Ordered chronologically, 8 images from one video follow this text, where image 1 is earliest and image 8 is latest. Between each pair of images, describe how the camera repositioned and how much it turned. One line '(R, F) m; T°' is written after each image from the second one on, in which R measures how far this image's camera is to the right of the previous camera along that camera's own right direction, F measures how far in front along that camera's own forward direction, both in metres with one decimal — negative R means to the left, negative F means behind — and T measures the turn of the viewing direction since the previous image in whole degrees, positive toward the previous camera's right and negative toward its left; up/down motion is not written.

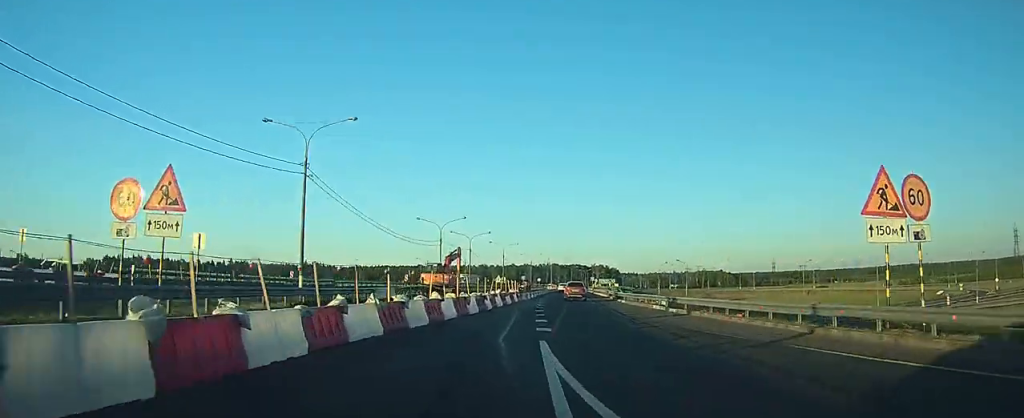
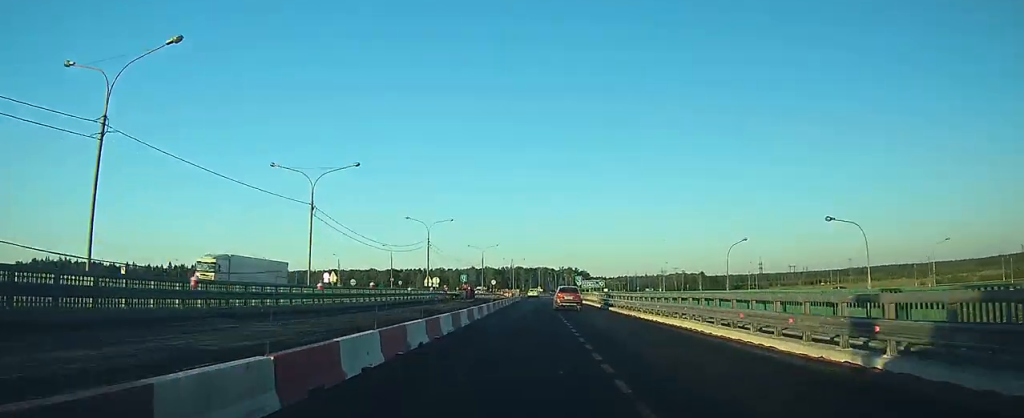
(+0.7, +59.7) m; +2°
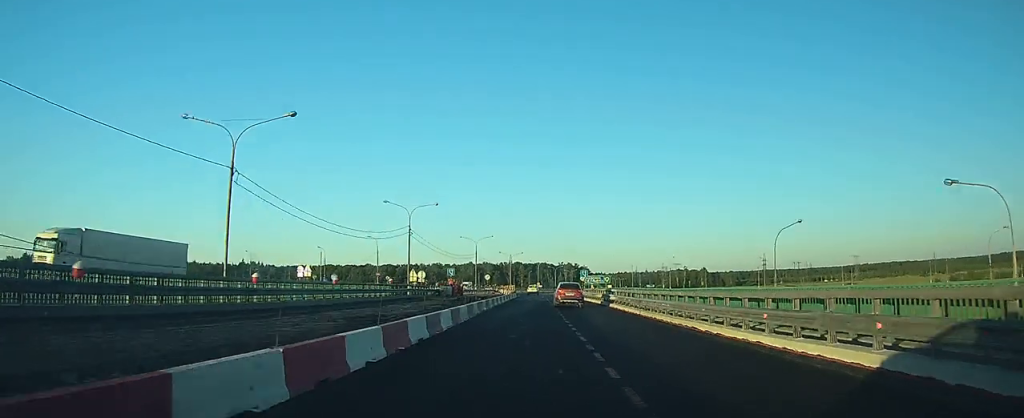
(+0.3, +11.7) m; +1°
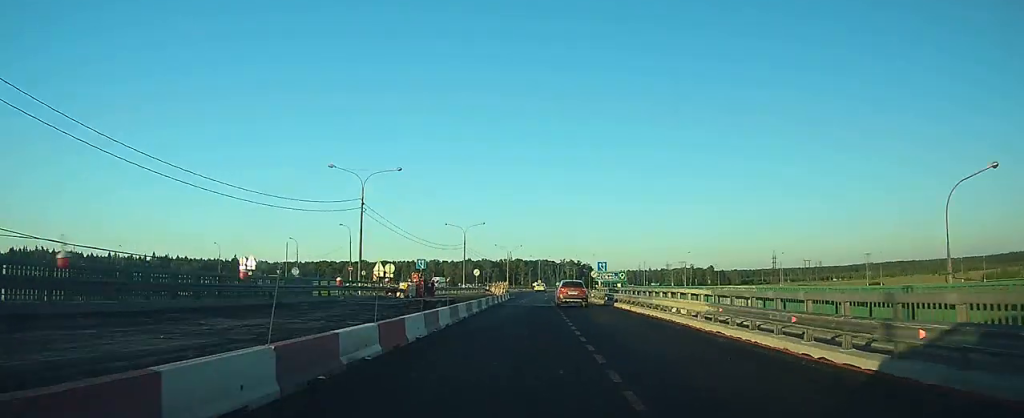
(+0.3, +20.0) m; +1°
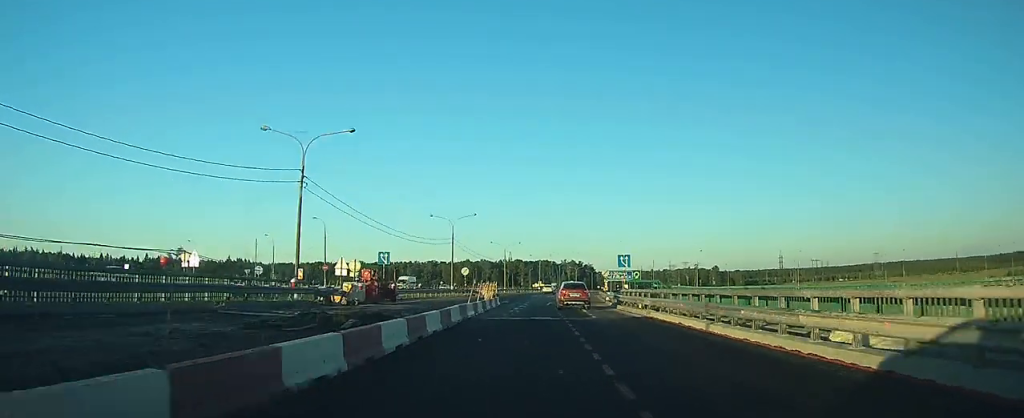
(+0.1, +13.7) m; 0°
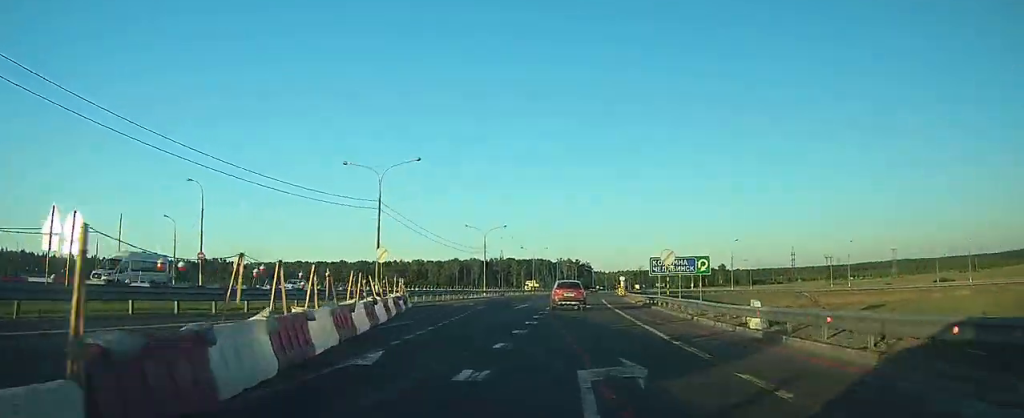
(-0.1, +36.5) m; 0°
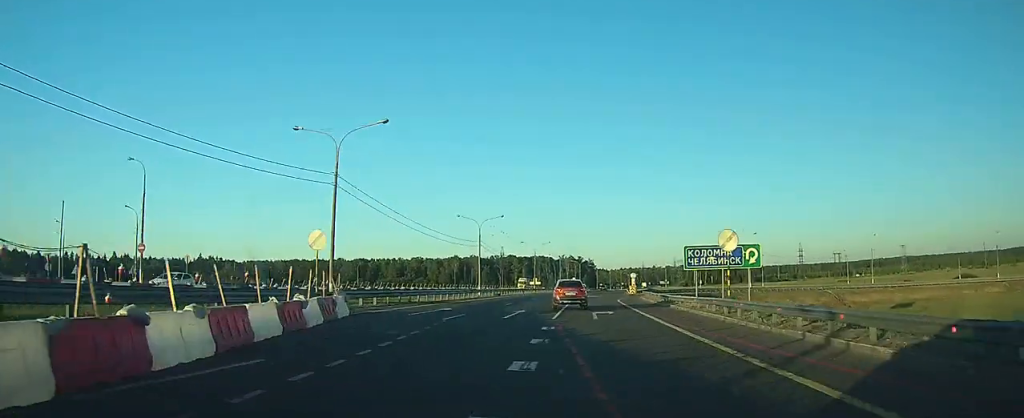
(0.0, +11.1) m; 0°
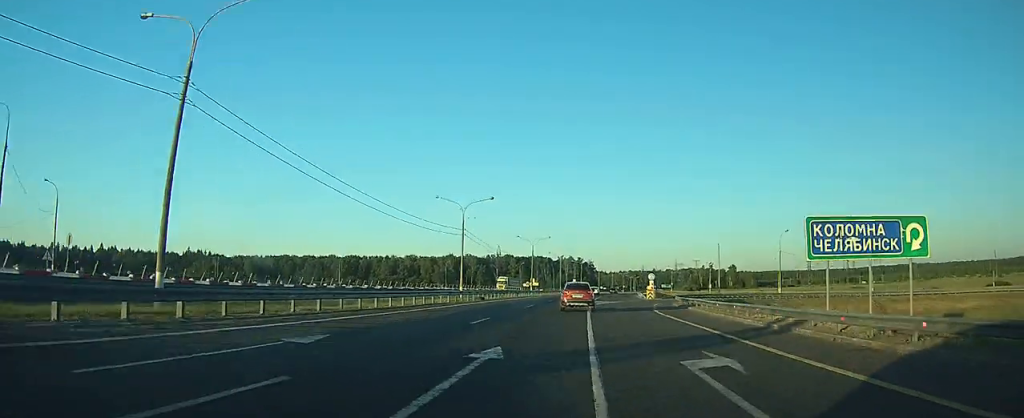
(+0.2, +17.7) m; 0°
